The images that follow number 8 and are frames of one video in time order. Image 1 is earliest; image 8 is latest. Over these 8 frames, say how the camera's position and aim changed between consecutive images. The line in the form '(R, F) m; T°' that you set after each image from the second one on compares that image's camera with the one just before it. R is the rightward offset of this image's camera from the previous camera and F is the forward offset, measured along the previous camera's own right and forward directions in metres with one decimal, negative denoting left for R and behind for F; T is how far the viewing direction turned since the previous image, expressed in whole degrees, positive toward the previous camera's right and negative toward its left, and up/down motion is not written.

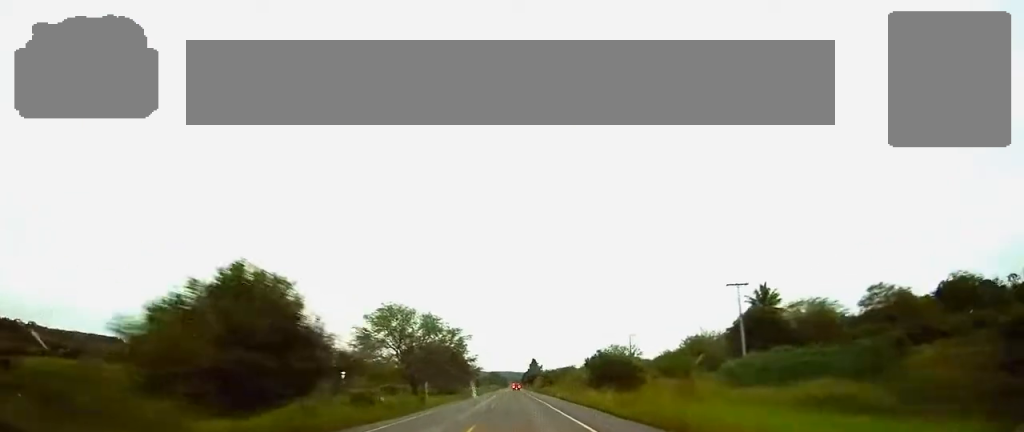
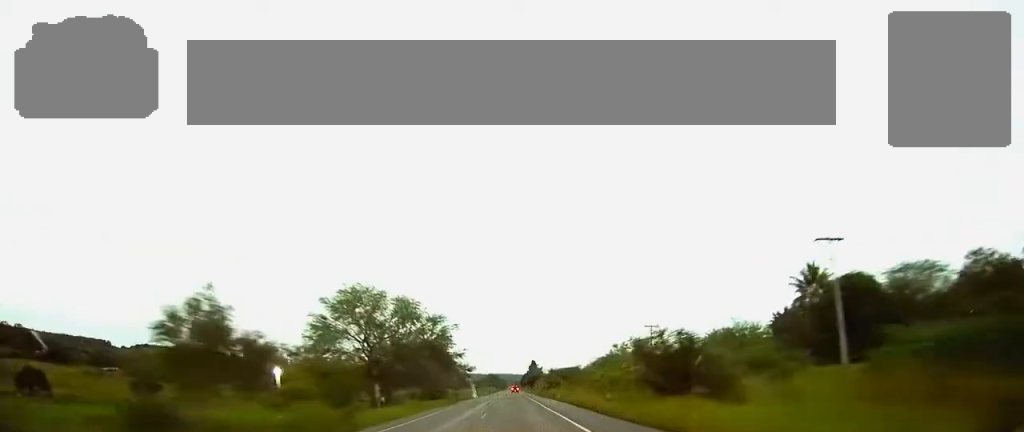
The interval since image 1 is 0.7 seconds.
(+0.1, +22.1) m; 0°
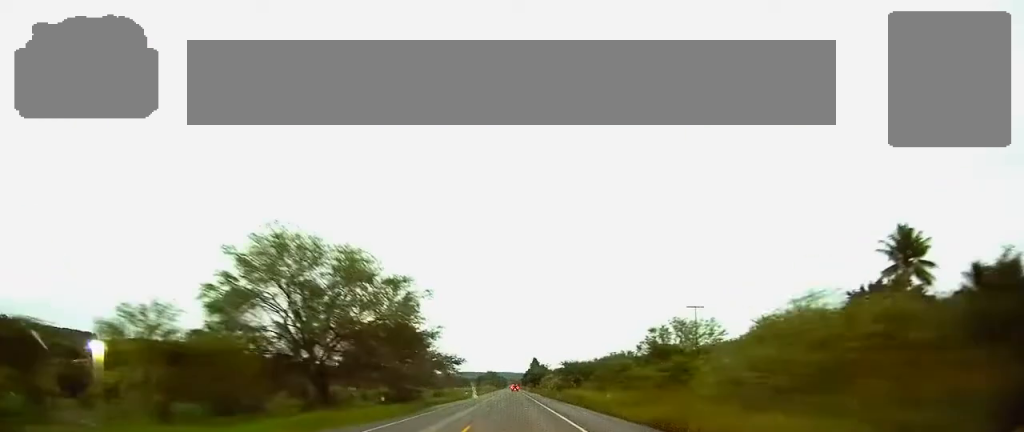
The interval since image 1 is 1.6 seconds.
(0.0, +27.4) m; 0°
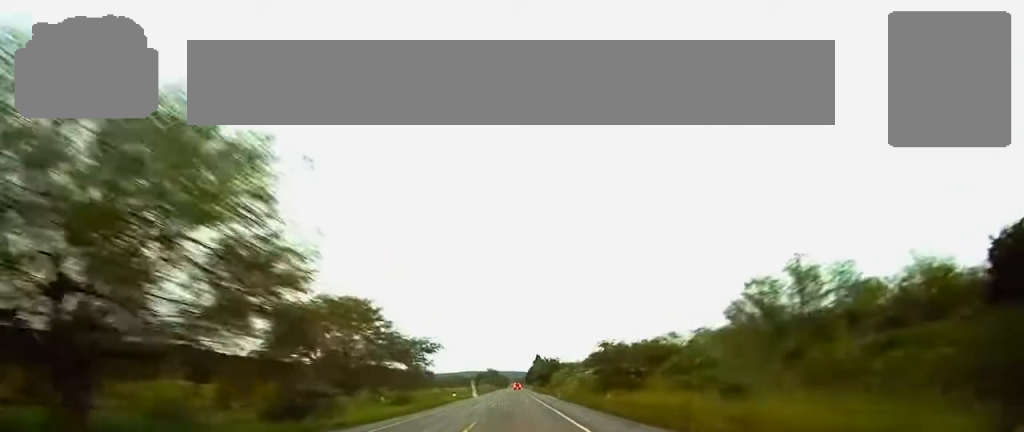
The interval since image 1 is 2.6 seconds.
(+0.1, +32.9) m; 0°
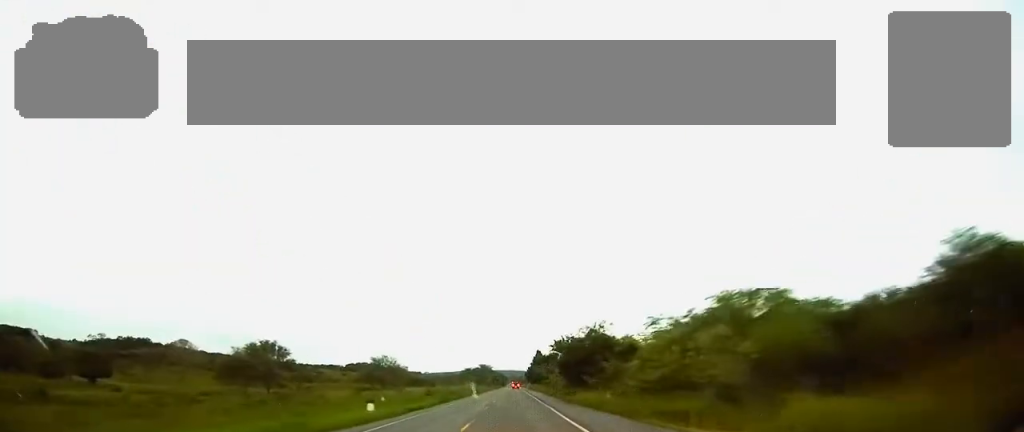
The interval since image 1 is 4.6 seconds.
(-0.3, +63.9) m; 0°
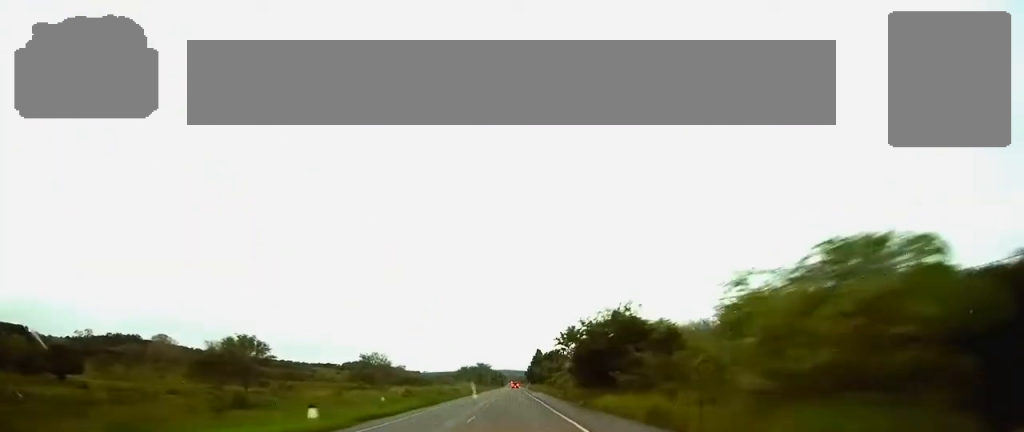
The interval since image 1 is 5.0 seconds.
(+0.1, +13.9) m; 0°
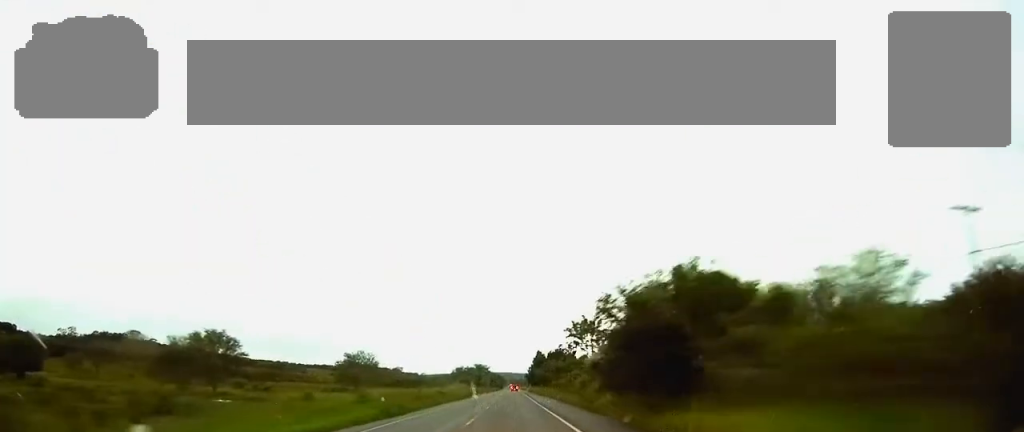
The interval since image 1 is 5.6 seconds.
(0.0, +17.1) m; 0°
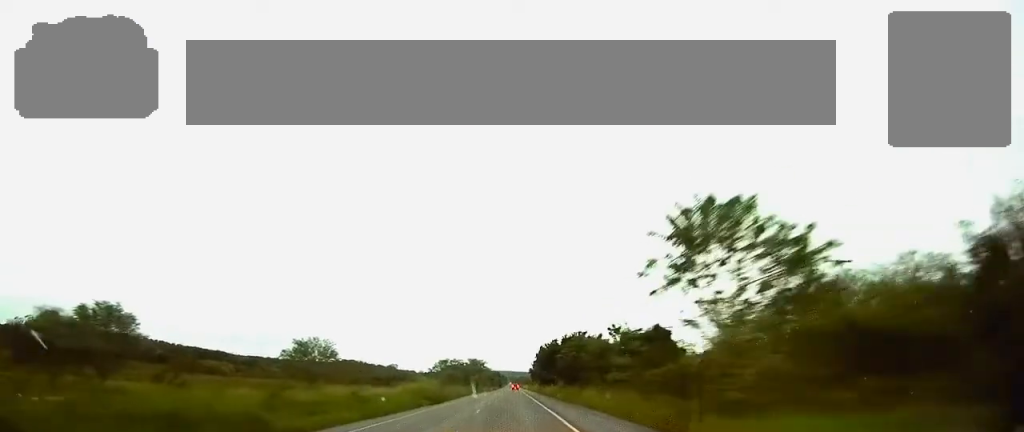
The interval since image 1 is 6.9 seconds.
(-0.1, +41.5) m; 0°
